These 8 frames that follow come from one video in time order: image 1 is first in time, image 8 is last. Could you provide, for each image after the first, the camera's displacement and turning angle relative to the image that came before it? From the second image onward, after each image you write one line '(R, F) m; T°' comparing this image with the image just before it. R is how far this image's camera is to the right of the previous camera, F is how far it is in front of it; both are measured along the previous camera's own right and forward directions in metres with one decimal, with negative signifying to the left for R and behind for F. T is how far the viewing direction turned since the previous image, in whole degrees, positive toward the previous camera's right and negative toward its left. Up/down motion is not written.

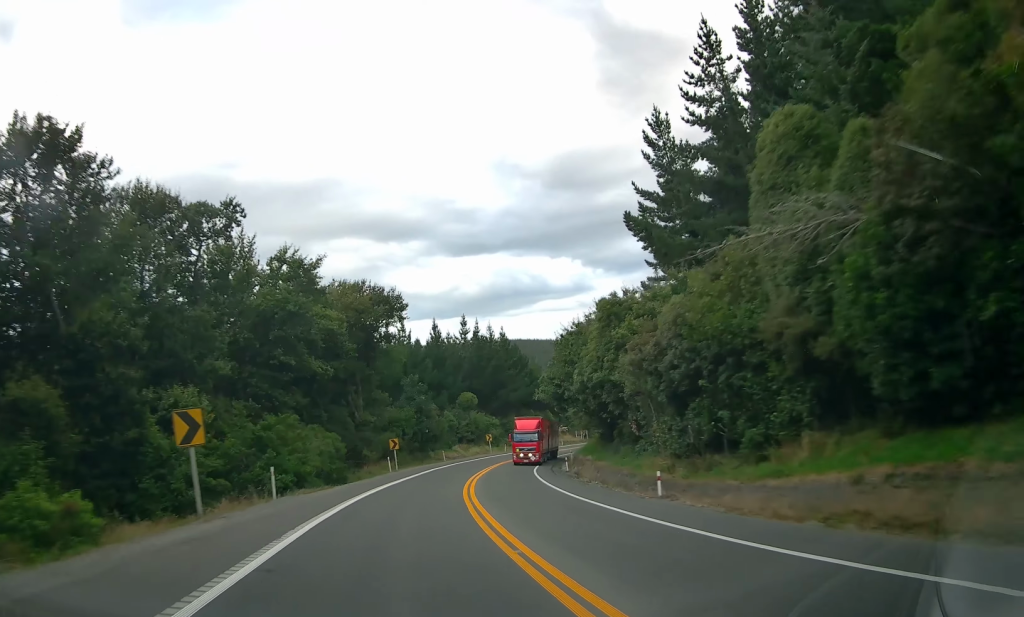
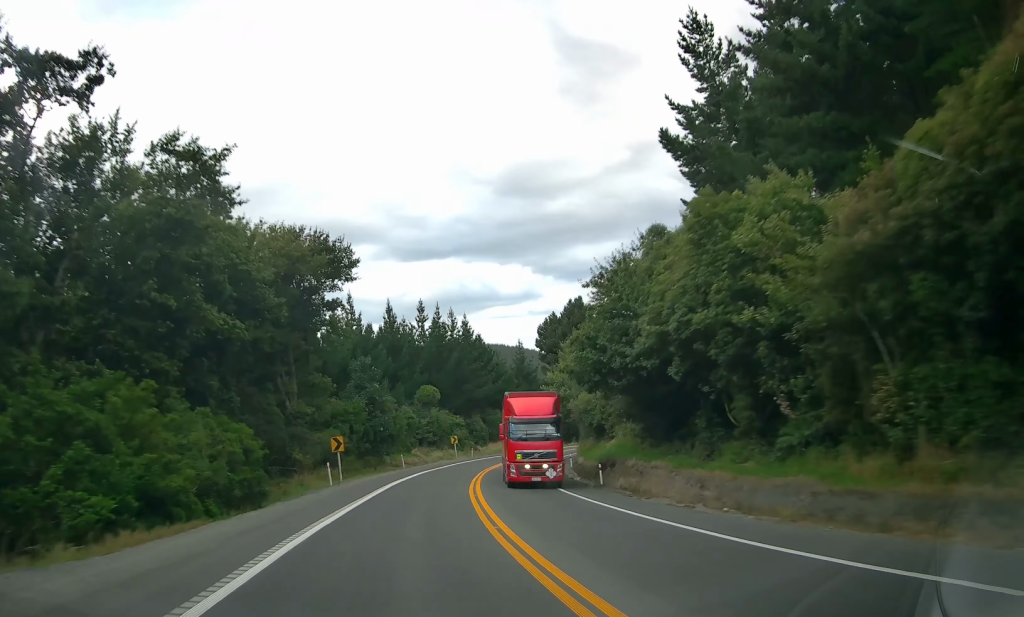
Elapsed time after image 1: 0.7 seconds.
(+0.4, +16.6) m; +7°
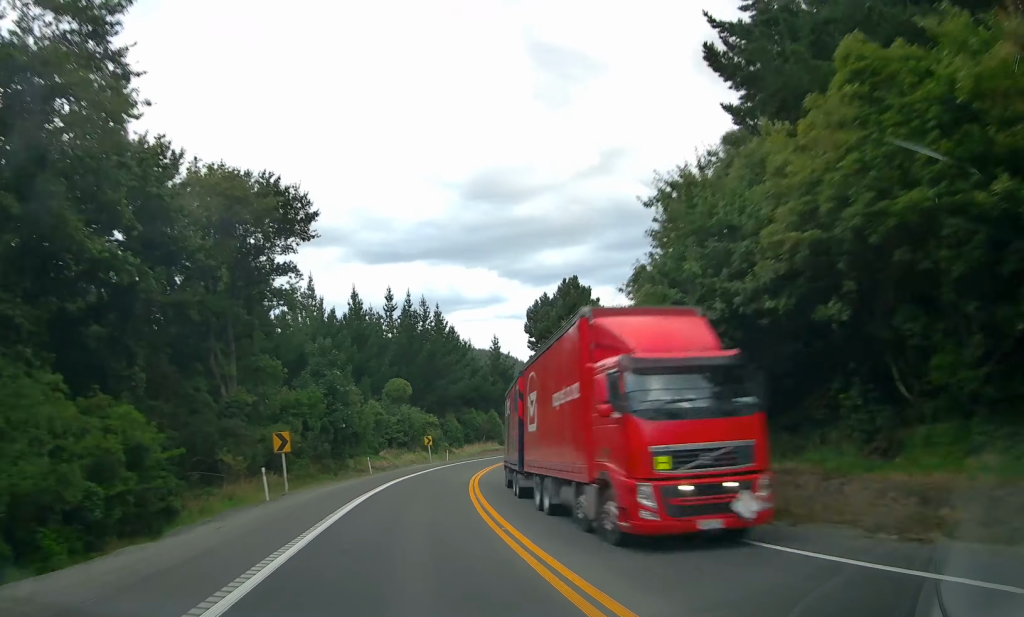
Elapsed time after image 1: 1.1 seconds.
(+0.9, +10.3) m; +3°
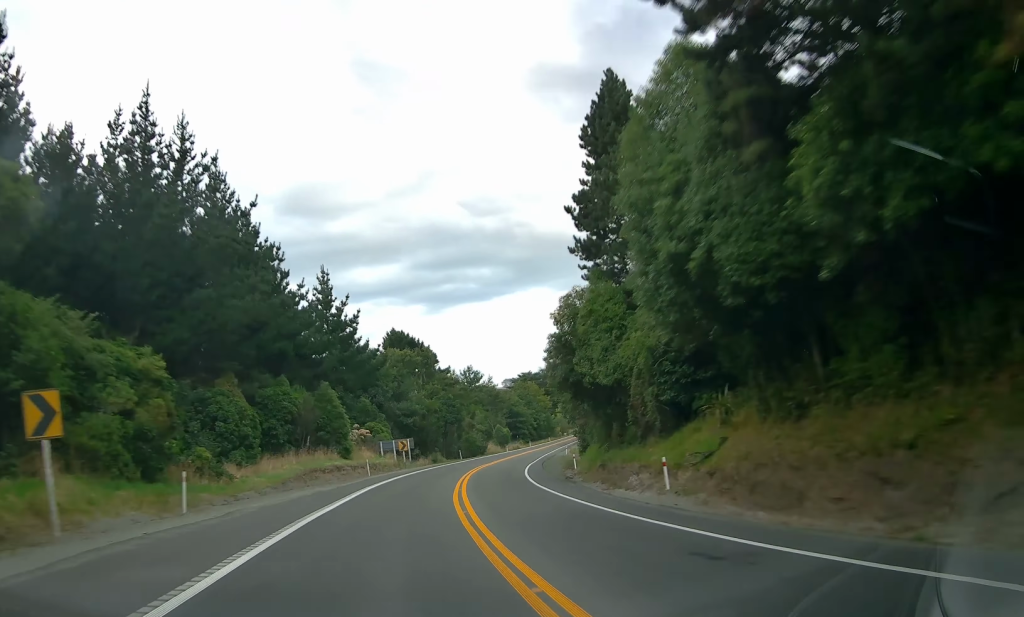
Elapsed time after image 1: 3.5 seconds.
(+6.0, +56.3) m; +12°
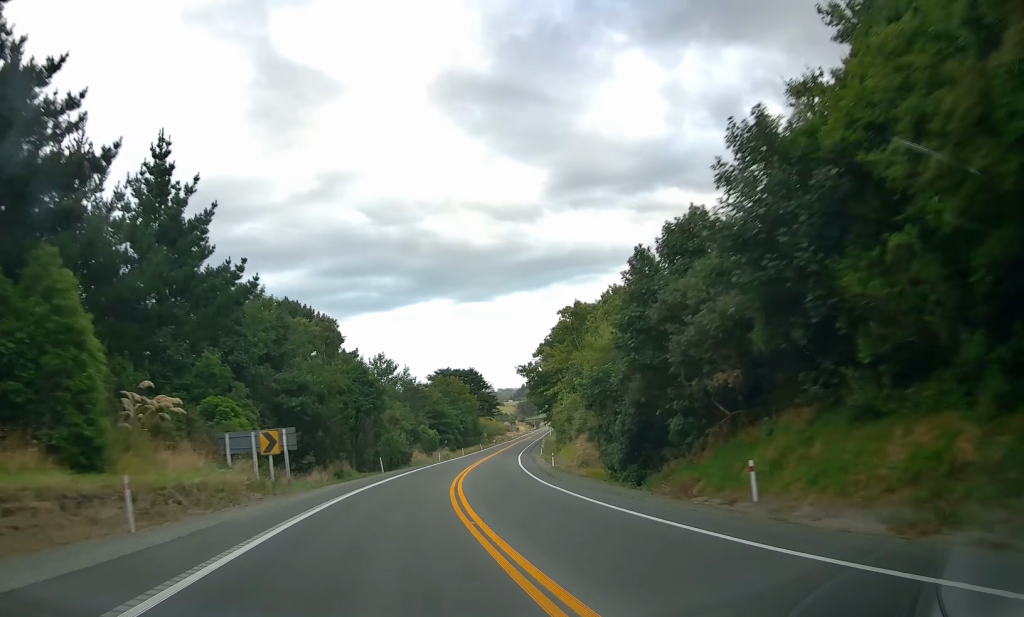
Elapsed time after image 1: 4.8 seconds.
(+2.1, +32.9) m; +8°
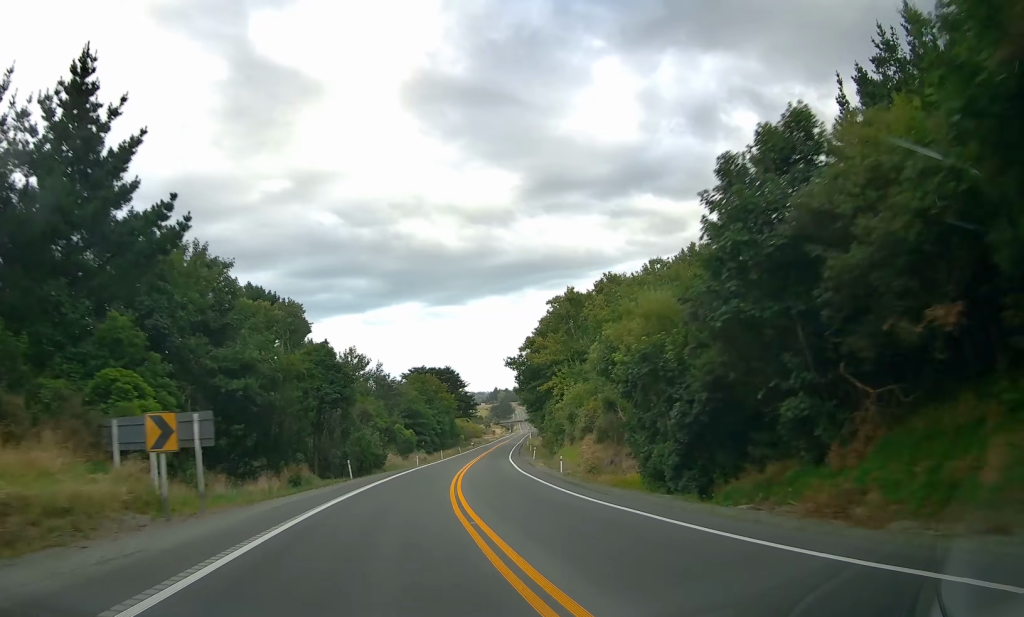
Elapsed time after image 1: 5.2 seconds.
(+0.4, +10.0) m; +2°
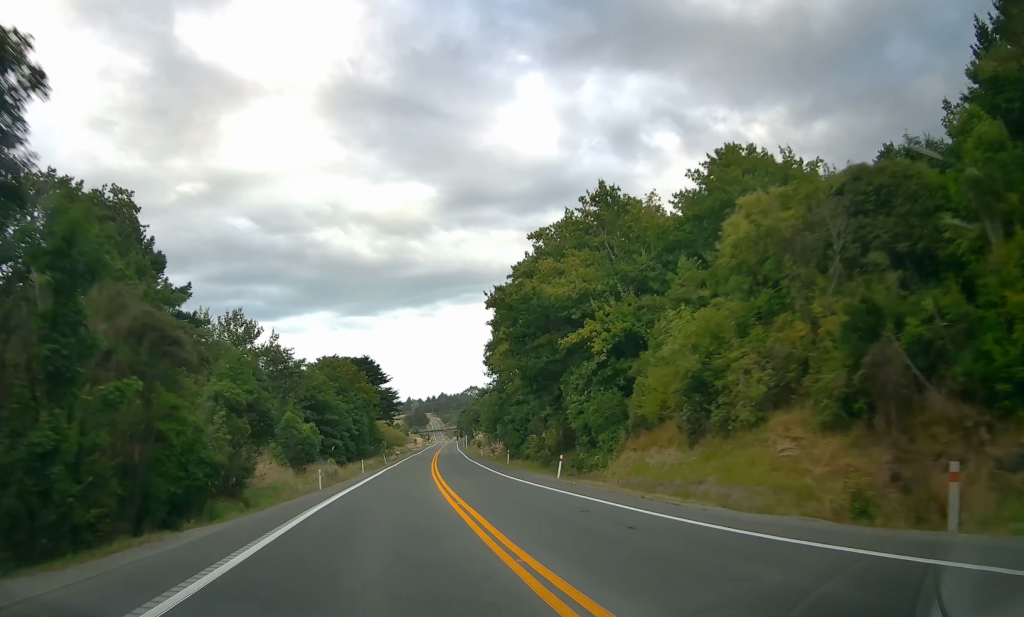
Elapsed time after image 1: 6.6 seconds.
(+2.4, +35.1) m; +8°
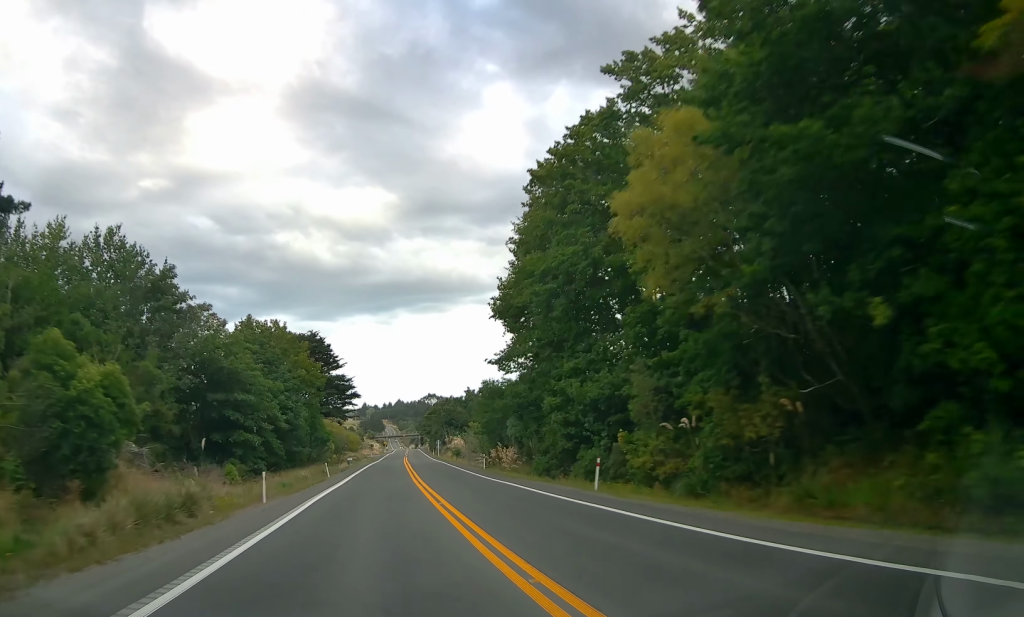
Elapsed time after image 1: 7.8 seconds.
(+1.6, +31.3) m; +4°
